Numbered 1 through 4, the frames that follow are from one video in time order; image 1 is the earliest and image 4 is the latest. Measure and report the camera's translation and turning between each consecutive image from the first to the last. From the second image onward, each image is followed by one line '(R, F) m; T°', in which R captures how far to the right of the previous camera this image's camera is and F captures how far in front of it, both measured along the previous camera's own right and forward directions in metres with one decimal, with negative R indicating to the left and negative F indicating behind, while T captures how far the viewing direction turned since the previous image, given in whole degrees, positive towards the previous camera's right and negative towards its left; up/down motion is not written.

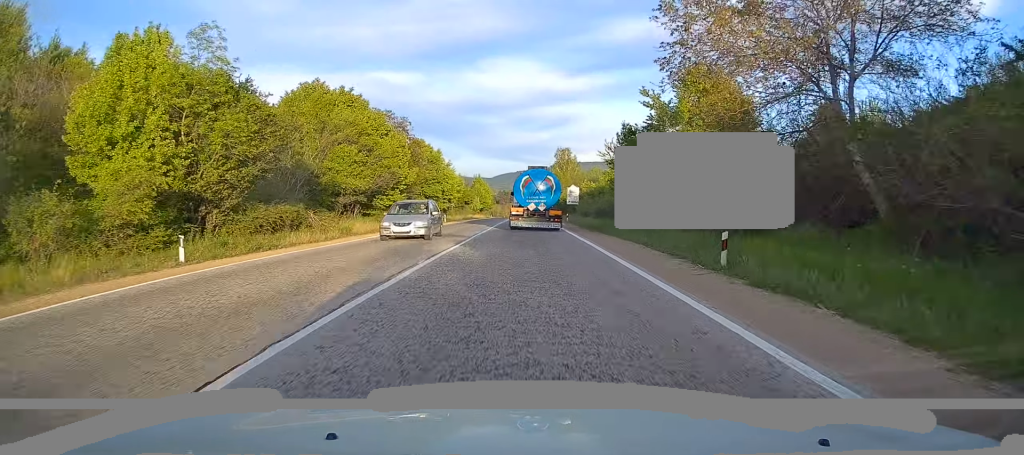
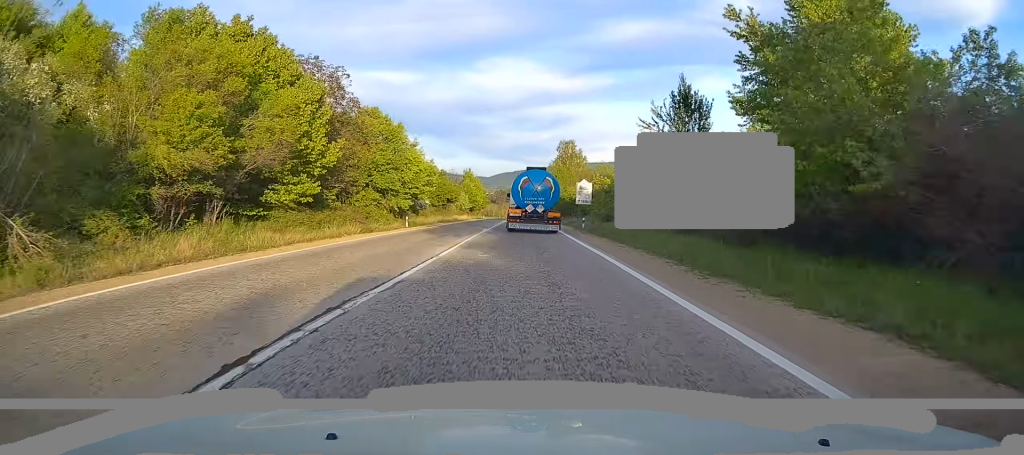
(-0.1, +19.0) m; 0°
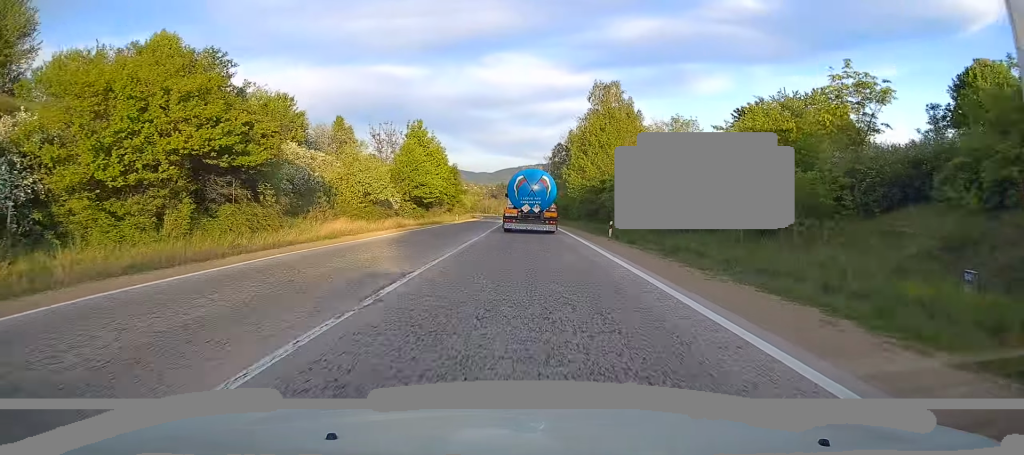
(+0.1, +61.1) m; 0°
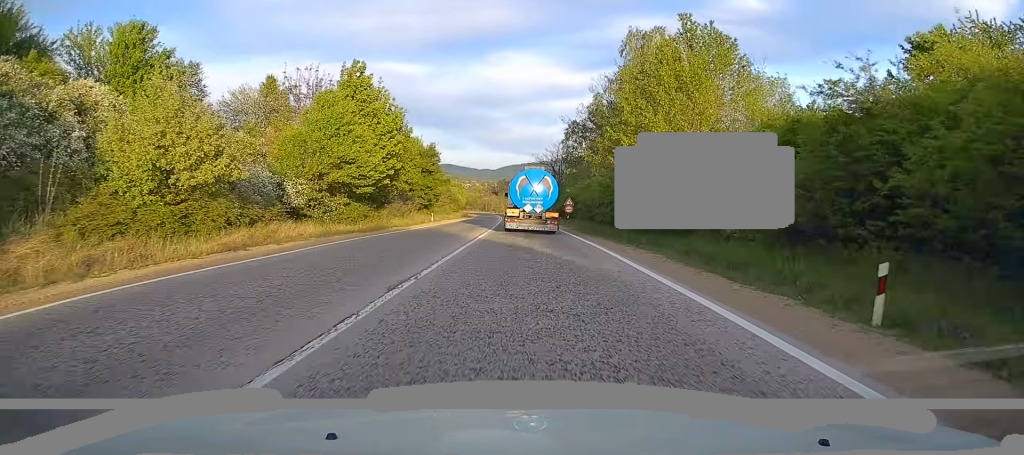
(+0.4, +23.4) m; 0°
